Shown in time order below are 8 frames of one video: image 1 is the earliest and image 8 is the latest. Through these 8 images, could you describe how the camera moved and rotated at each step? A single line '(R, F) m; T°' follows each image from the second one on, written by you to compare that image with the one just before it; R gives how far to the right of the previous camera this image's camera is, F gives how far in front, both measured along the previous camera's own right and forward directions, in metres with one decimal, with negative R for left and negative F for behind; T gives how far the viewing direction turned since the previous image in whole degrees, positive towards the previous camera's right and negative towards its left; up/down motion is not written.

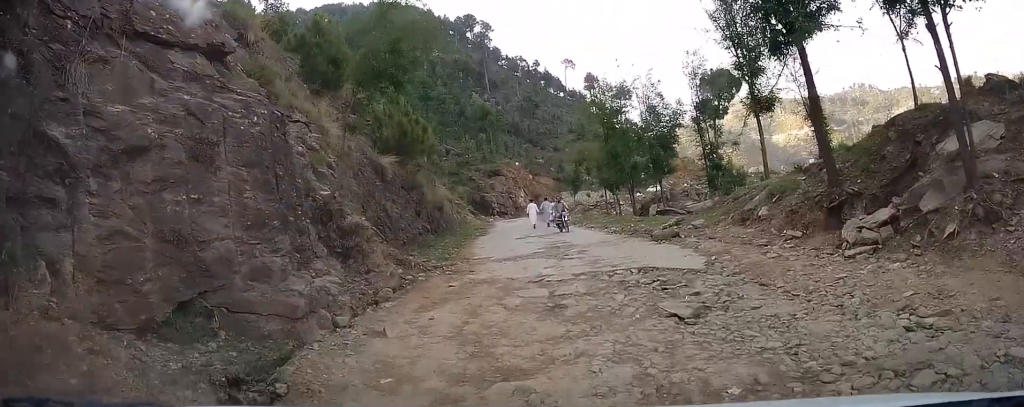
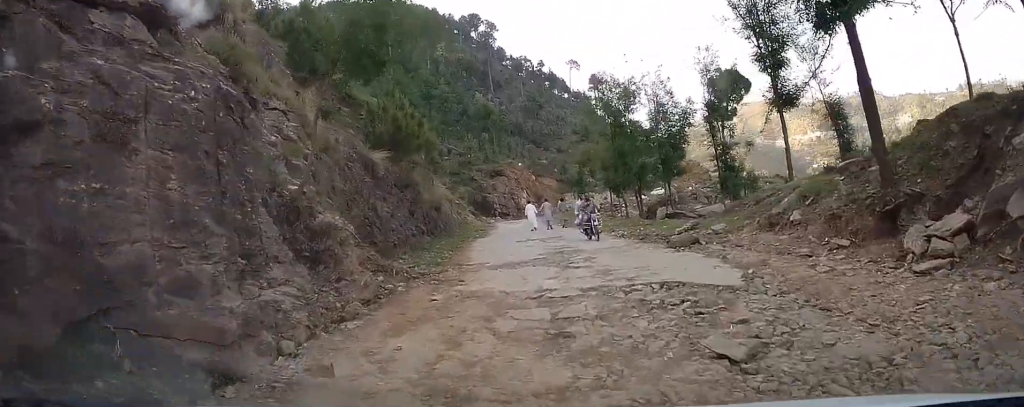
(-0.1, +1.8) m; -2°
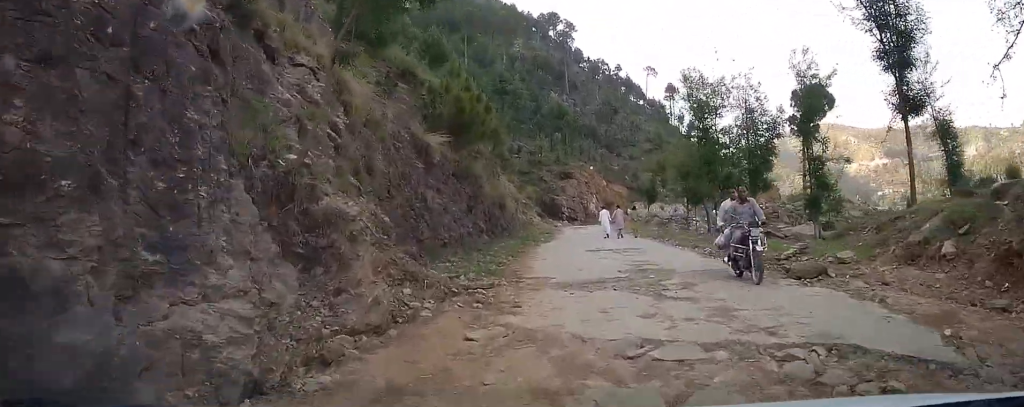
(-0.3, +3.0) m; 0°
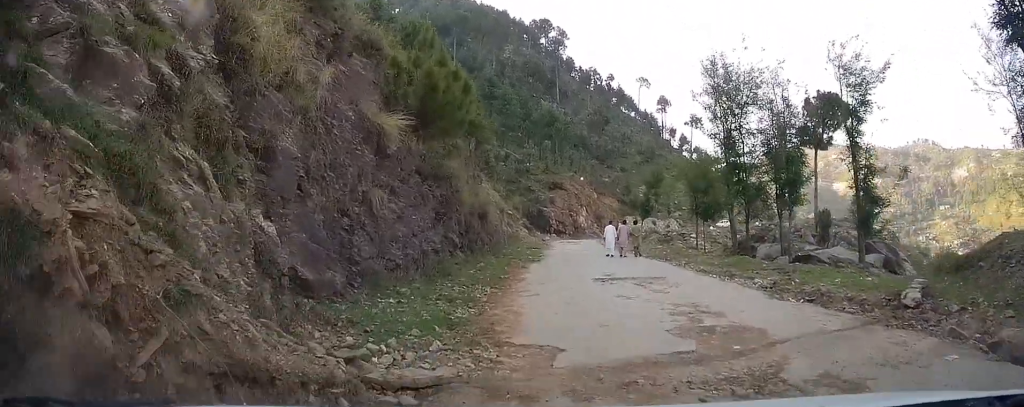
(+0.7, +5.4) m; +10°
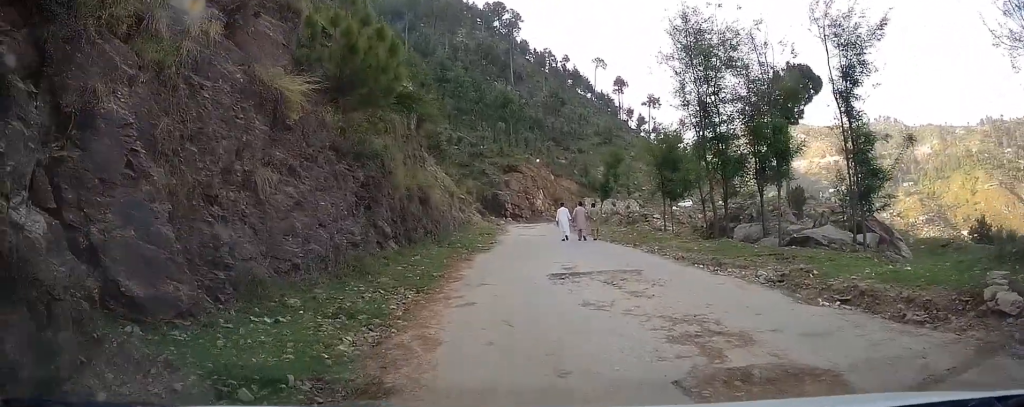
(+0.2, +4.2) m; +1°
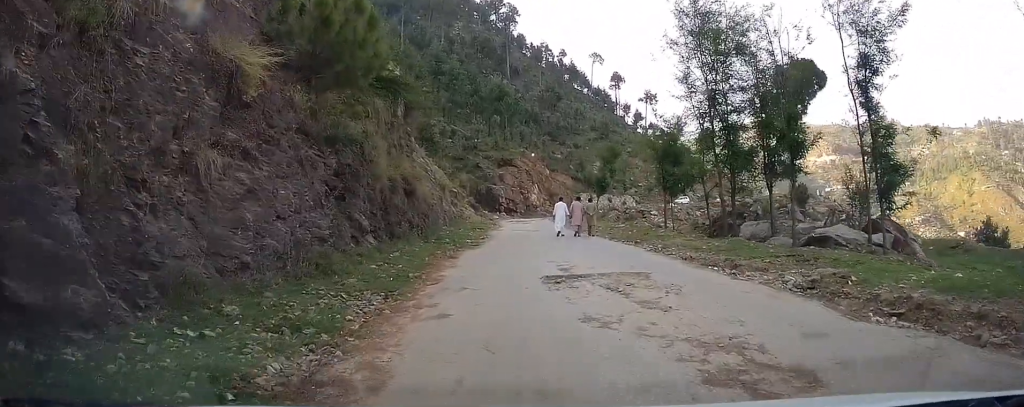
(+0.1, +1.8) m; -2°
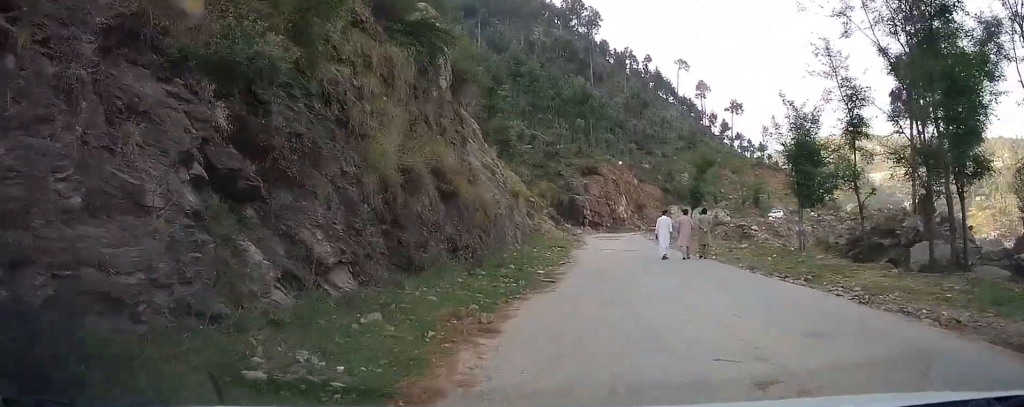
(-0.9, +8.3) m; -7°
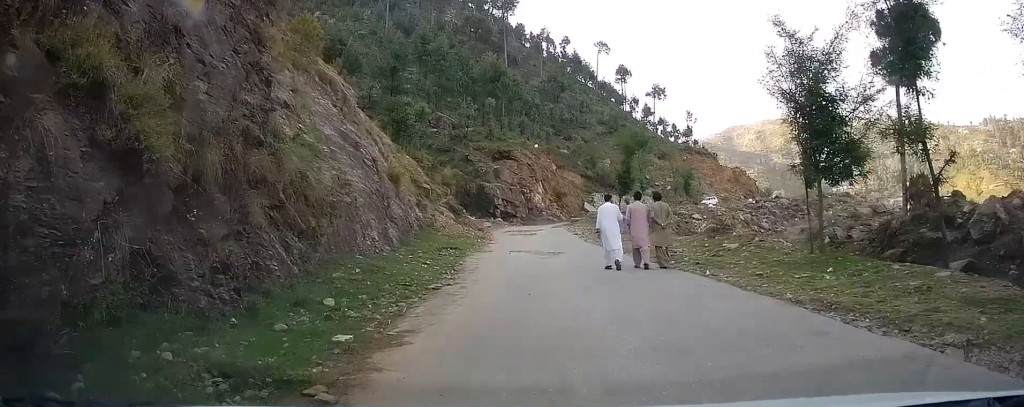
(+0.2, +8.8) m; +3°
